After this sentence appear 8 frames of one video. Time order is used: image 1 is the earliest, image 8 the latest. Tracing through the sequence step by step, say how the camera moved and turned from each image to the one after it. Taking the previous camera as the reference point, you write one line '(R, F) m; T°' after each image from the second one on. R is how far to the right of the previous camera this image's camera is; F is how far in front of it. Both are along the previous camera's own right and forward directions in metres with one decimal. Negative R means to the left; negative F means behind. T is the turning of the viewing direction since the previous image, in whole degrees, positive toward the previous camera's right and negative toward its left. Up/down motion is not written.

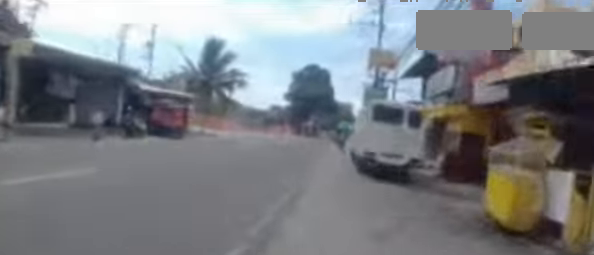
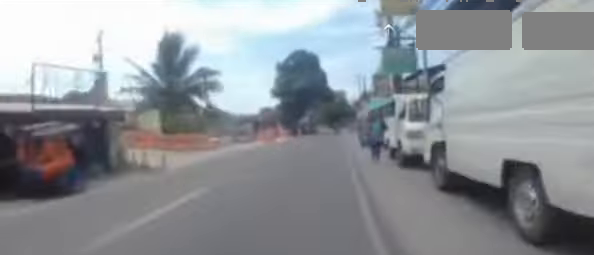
(-0.1, +7.5) m; -2°
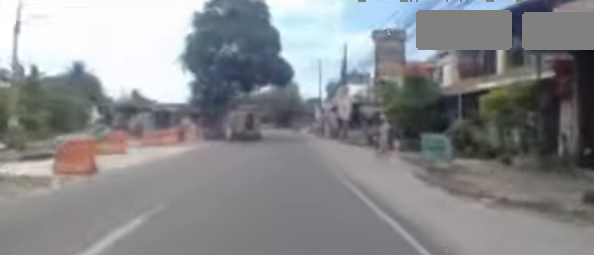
(+0.7, +20.2) m; +6°
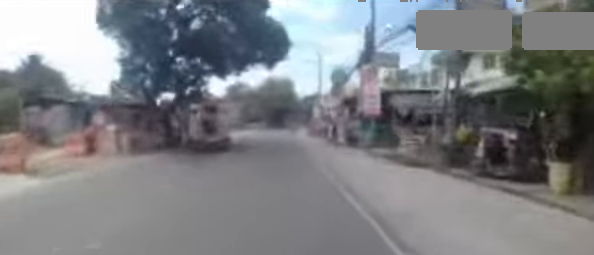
(+0.3, +10.8) m; +1°
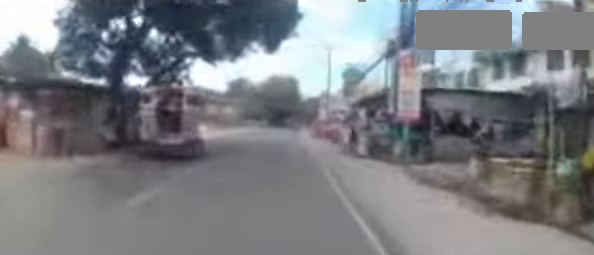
(0.0, +4.7) m; 0°
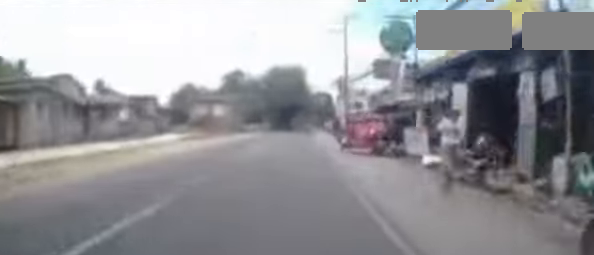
(0.0, +11.1) m; -1°
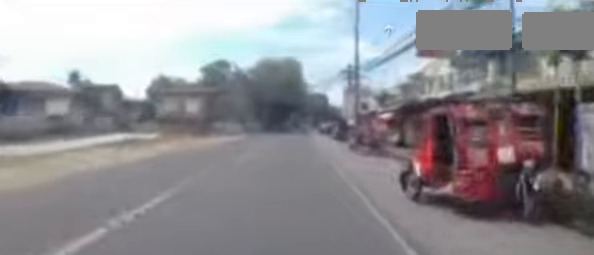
(-0.2, +9.1) m; +1°
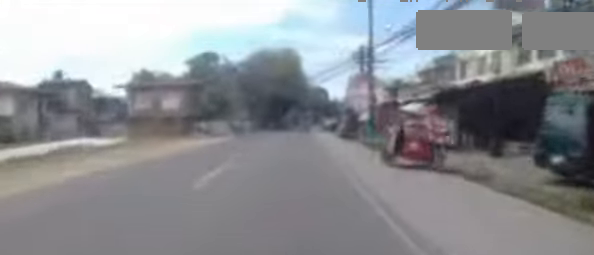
(-0.1, +5.3) m; +1°
